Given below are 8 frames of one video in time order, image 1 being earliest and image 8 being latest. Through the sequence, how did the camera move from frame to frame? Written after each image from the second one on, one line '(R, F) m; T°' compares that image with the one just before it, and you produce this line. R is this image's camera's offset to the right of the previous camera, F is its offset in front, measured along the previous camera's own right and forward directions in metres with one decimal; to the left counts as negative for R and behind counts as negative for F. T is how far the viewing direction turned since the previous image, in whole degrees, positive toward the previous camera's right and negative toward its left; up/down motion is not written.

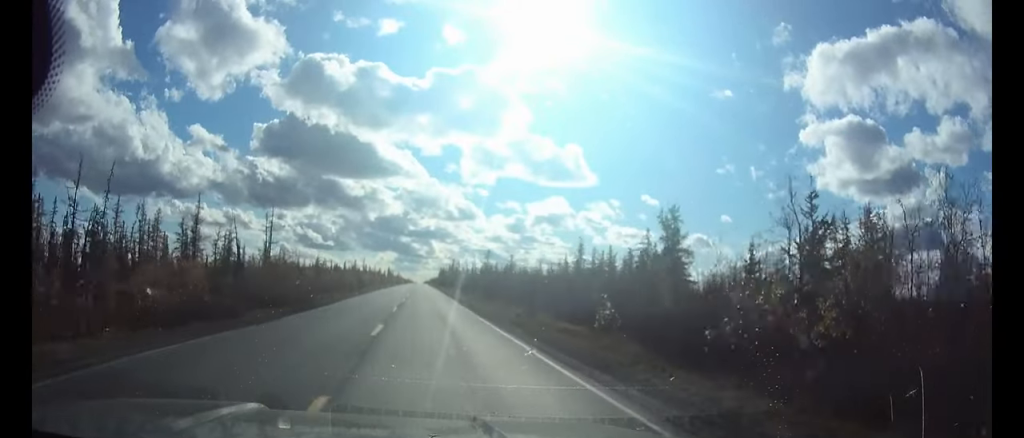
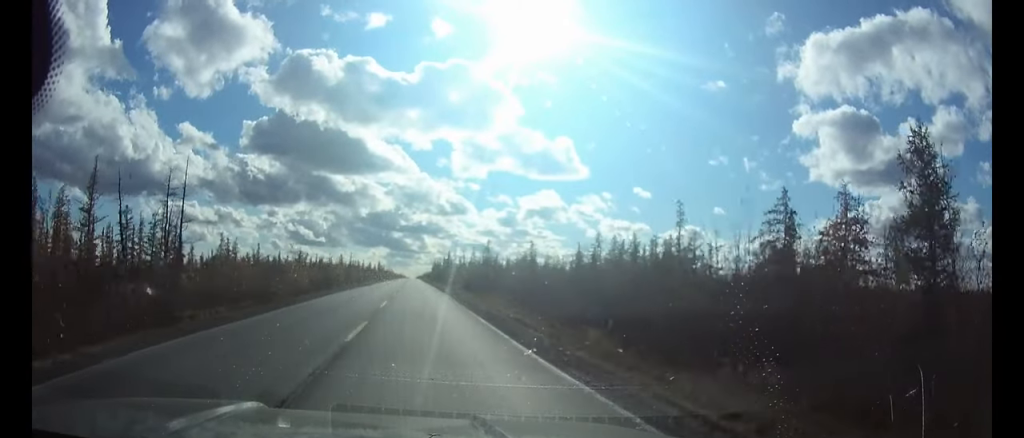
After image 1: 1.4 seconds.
(+0.2, +28.4) m; 0°
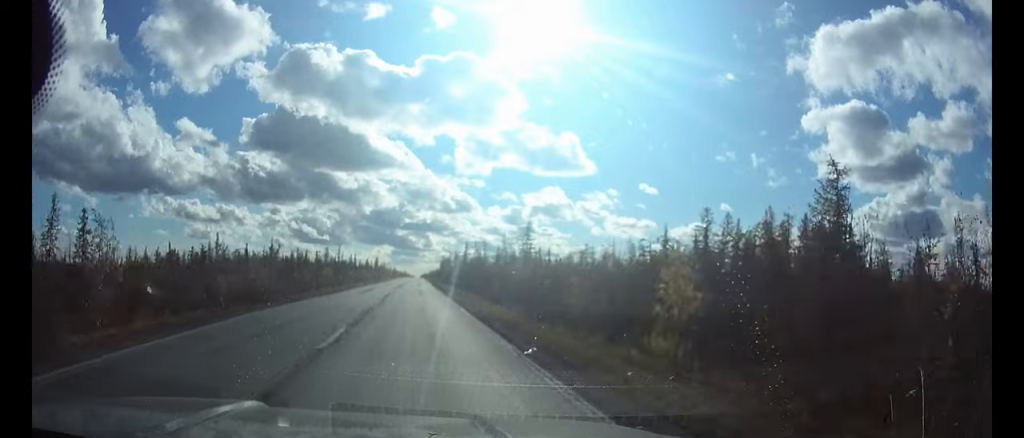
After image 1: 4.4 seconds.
(-0.2, +61.7) m; 0°
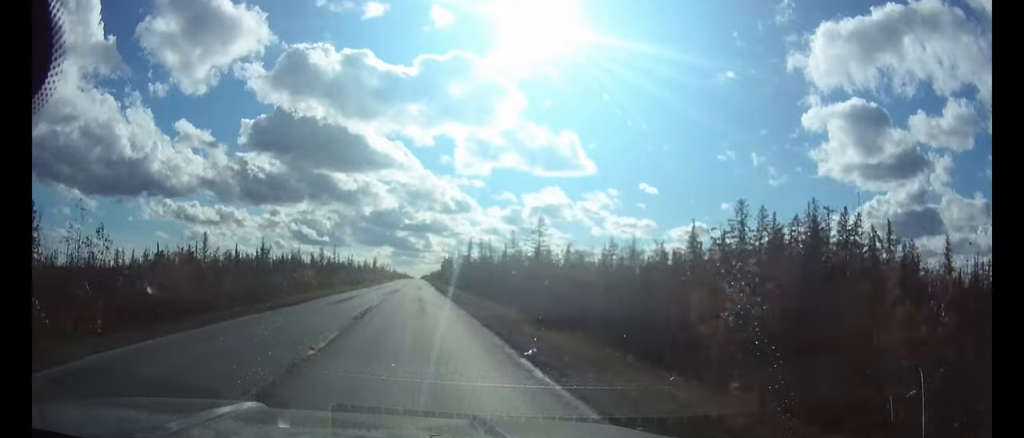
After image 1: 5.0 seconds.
(0.0, +12.3) m; 0°
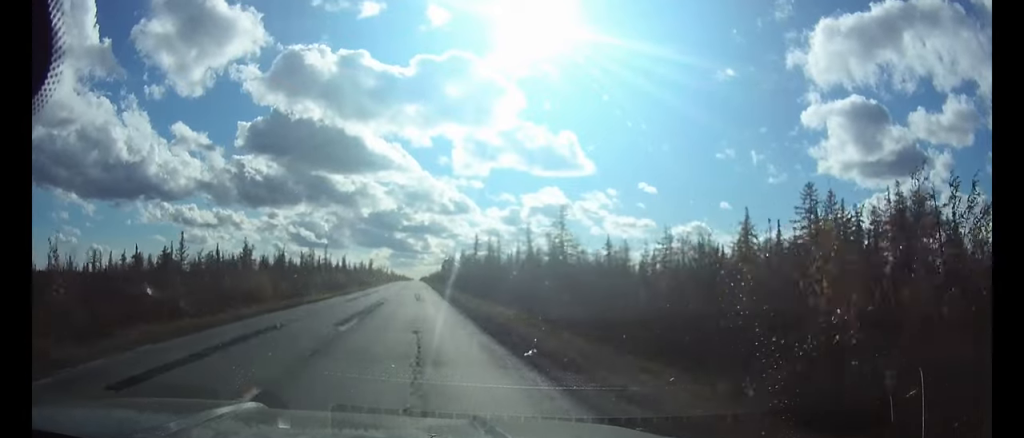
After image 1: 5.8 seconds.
(0.0, +18.2) m; 0°
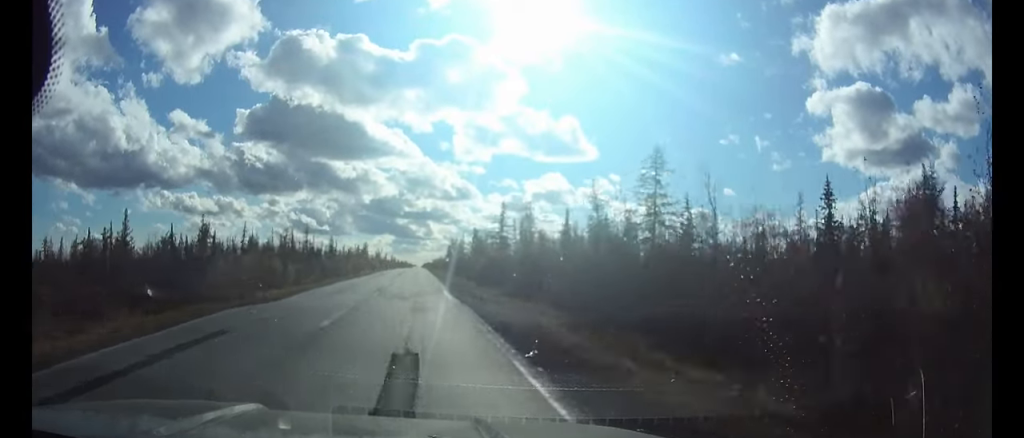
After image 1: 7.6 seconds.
(+0.1, +35.5) m; 0°
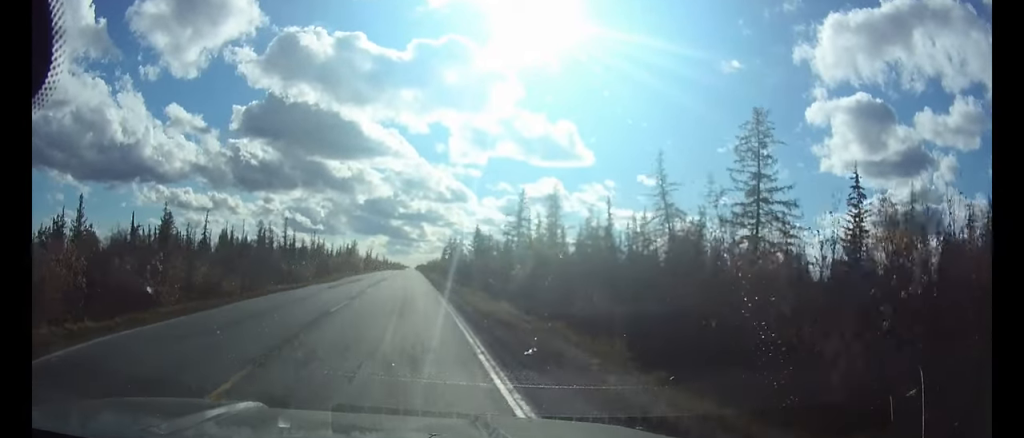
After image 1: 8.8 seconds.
(-0.1, +21.1) m; 0°
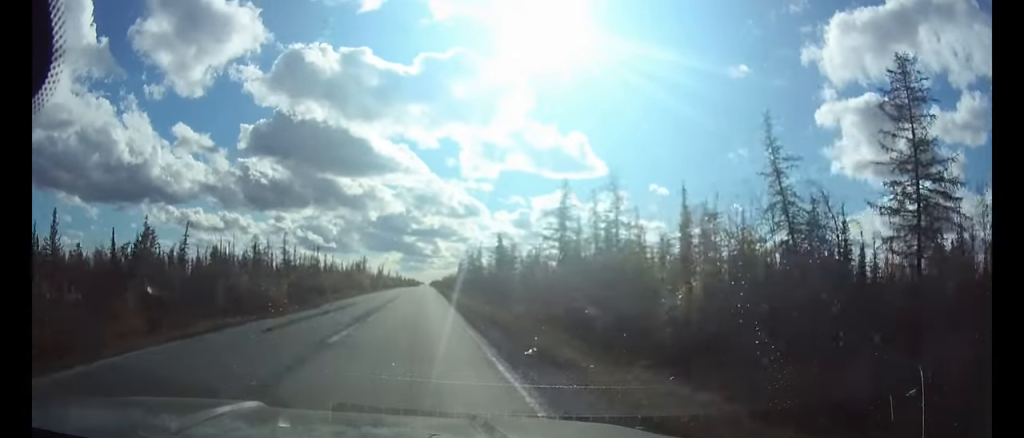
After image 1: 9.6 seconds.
(0.0, +16.0) m; 0°
